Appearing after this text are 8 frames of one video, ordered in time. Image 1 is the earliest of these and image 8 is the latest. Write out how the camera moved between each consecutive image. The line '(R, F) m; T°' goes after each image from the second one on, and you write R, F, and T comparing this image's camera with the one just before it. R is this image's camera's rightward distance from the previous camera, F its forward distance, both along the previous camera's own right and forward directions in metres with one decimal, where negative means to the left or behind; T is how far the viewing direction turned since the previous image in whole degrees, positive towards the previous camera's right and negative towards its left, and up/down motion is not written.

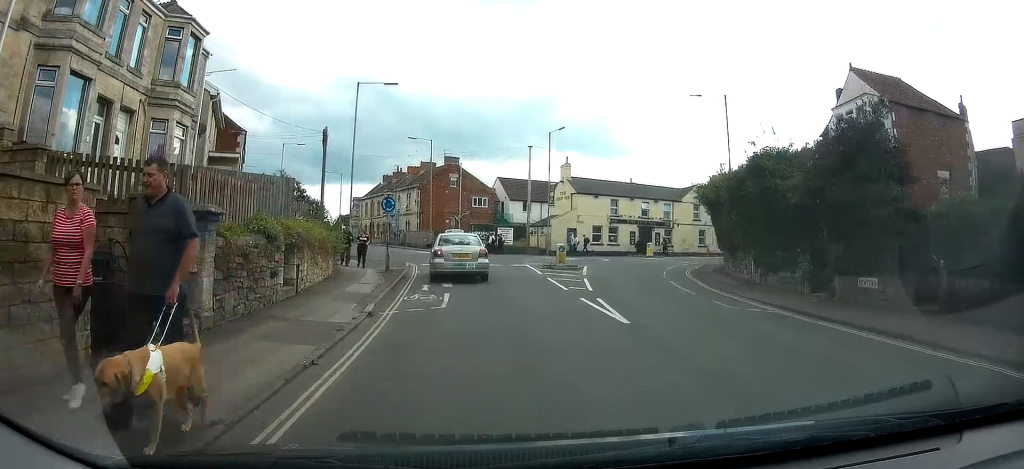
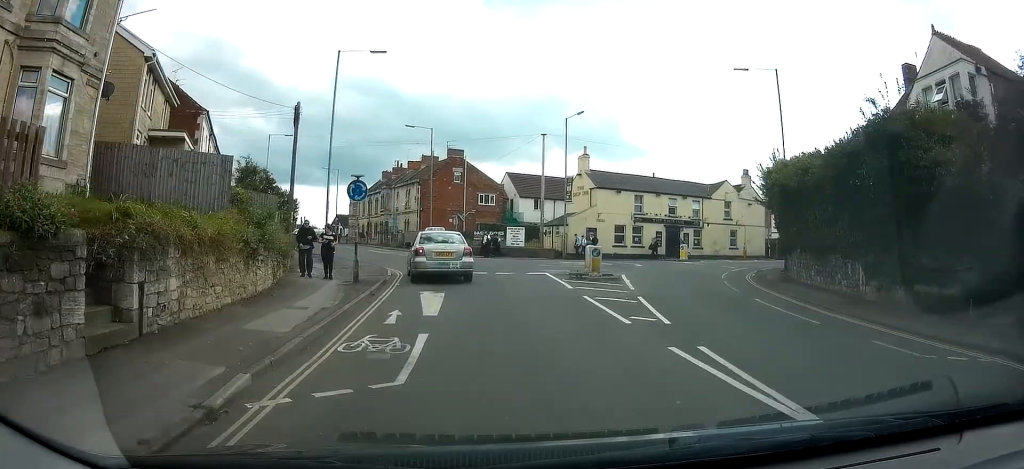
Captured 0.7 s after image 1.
(-0.2, +5.8) m; 0°
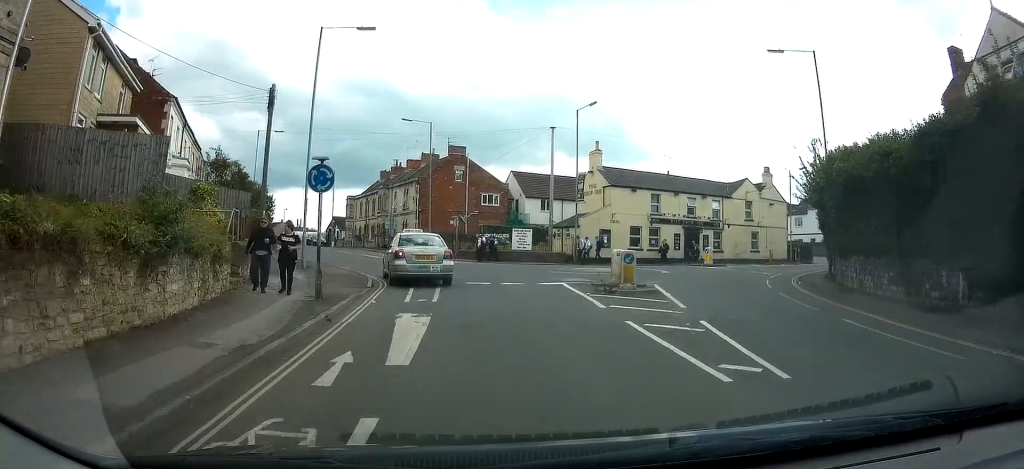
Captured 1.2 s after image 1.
(0.0, +3.5) m; +1°
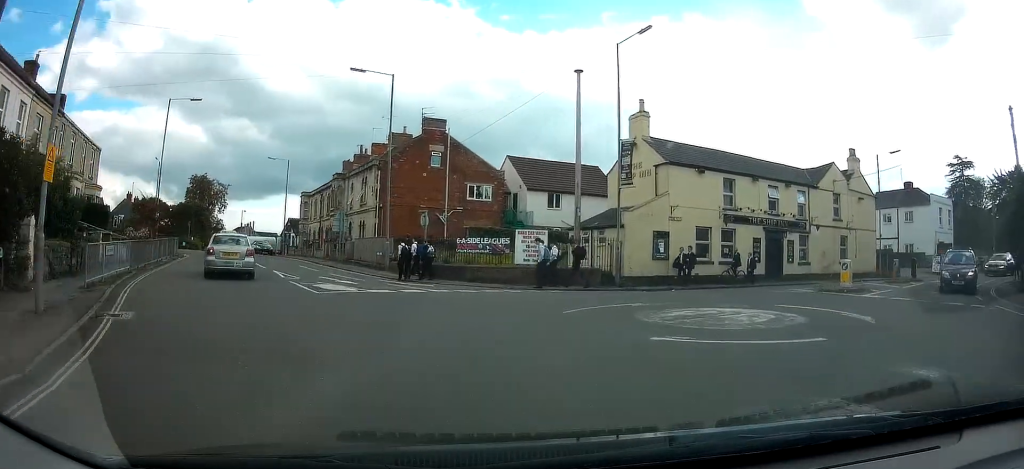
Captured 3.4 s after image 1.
(+1.5, +14.8) m; +13°
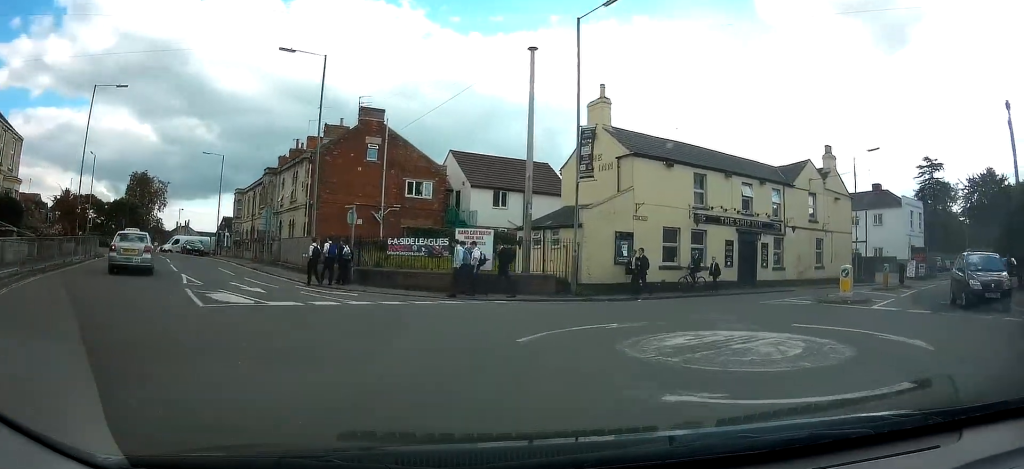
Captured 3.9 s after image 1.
(-0.1, +3.2) m; +5°
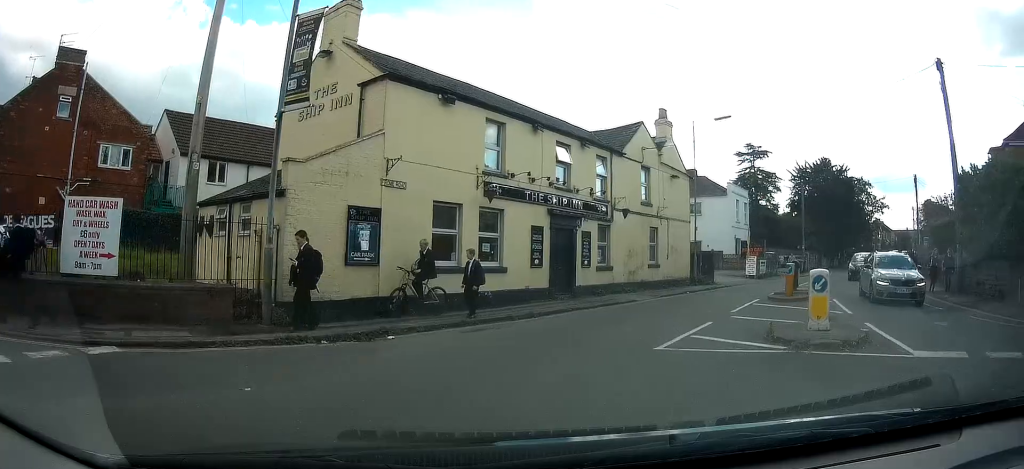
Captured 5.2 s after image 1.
(+1.7, +8.7) m; +23°
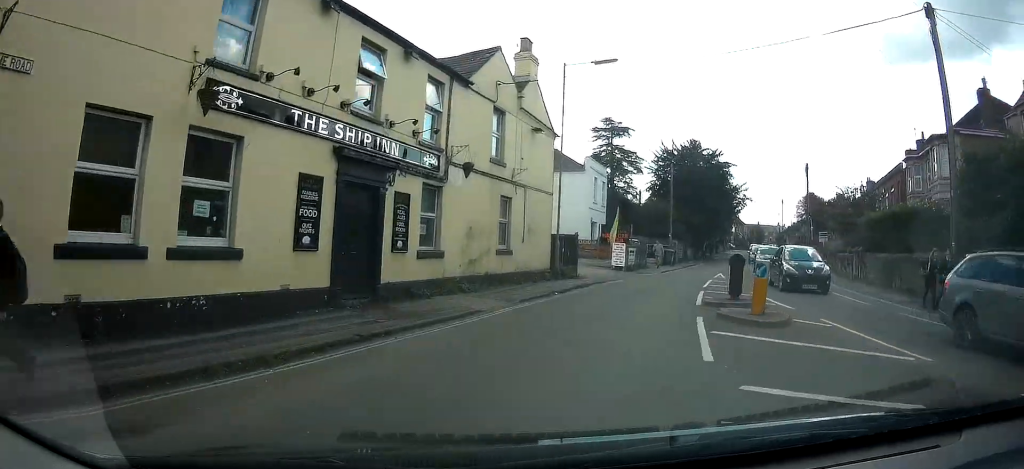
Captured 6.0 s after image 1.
(+0.9, +7.2) m; +12°
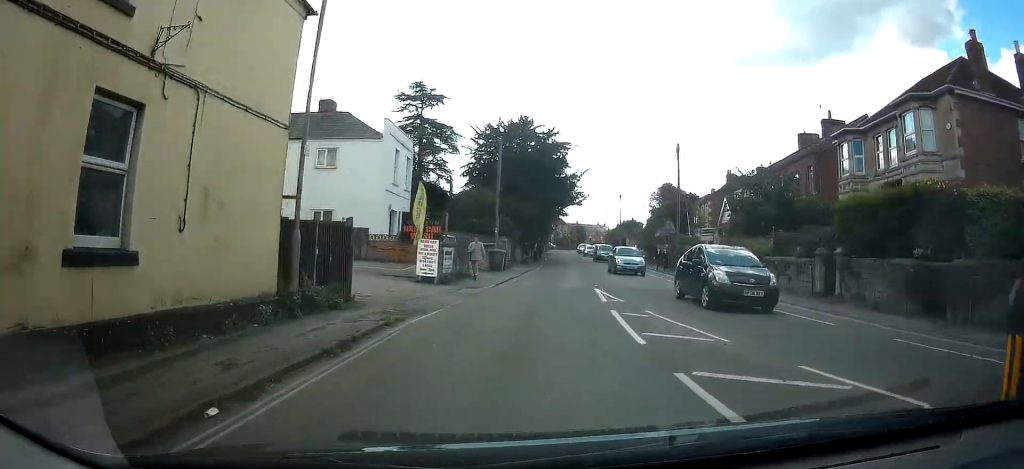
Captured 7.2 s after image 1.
(+1.2, +13.0) m; +10°
